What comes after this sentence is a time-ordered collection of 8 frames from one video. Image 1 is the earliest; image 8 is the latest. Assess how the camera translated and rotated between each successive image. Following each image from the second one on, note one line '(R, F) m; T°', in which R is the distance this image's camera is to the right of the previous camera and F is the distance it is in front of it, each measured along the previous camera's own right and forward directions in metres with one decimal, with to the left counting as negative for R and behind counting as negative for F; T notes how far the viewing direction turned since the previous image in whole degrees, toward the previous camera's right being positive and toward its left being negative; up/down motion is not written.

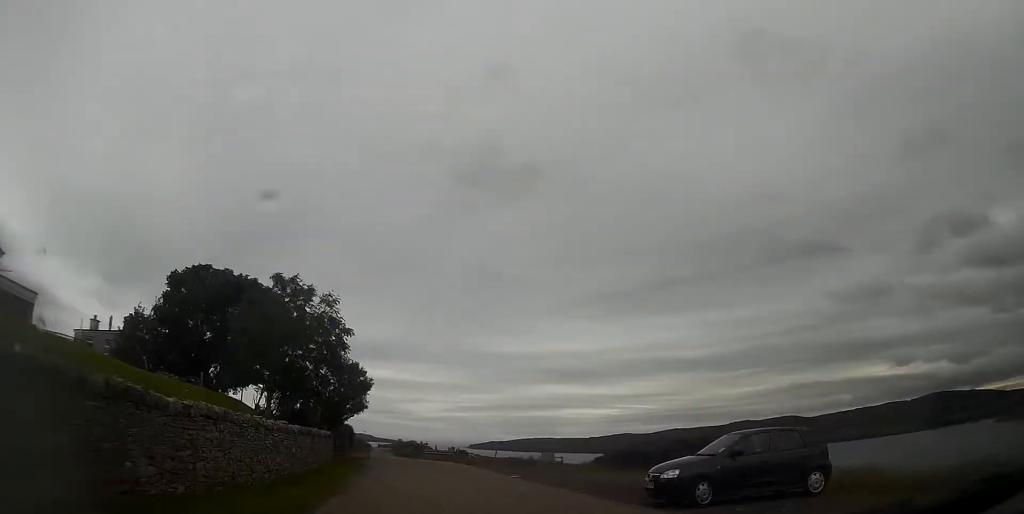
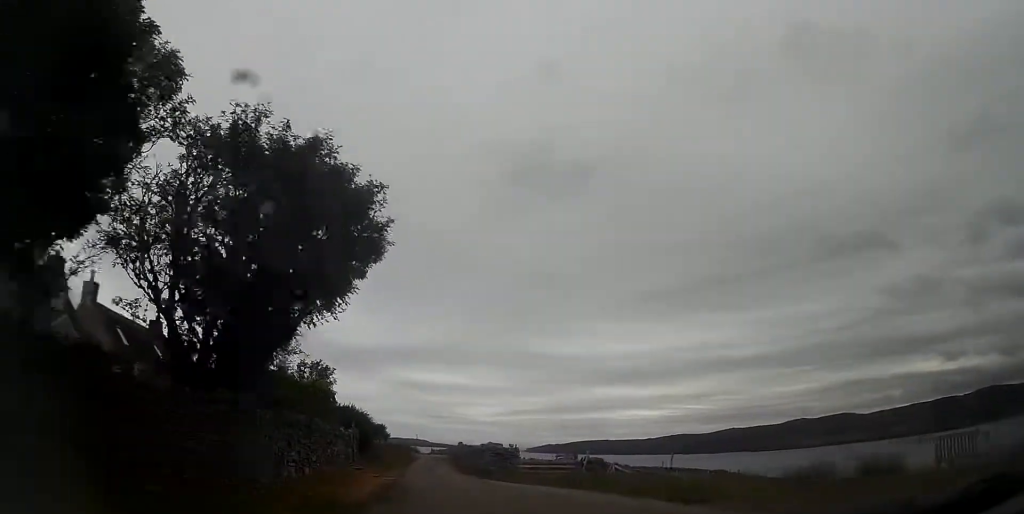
(-0.9, +26.8) m; -4°
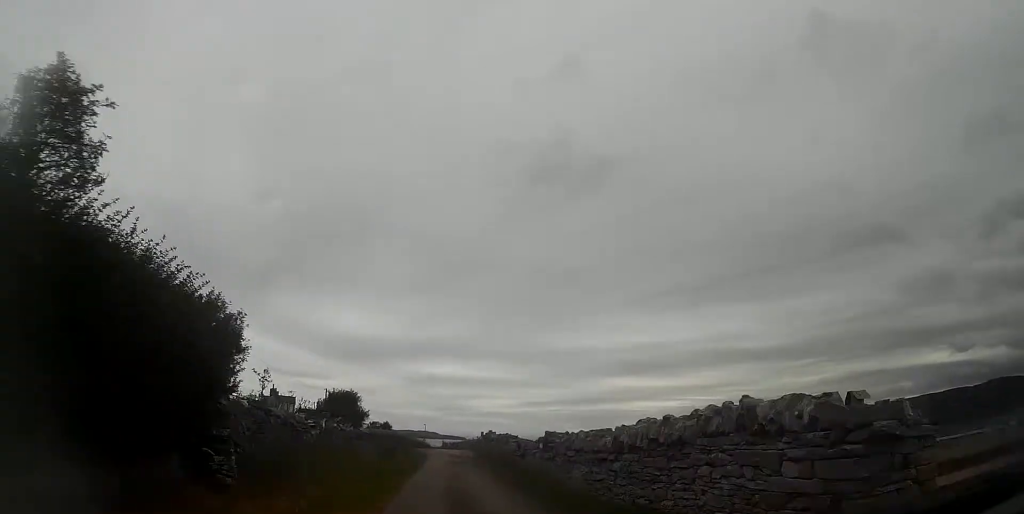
(-0.2, +21.7) m; 0°
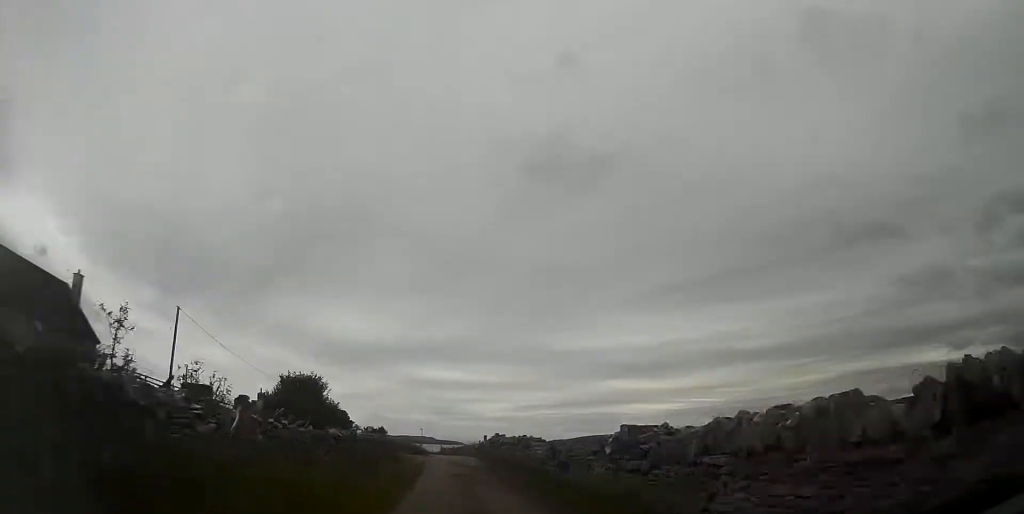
(+0.2, +6.5) m; 0°
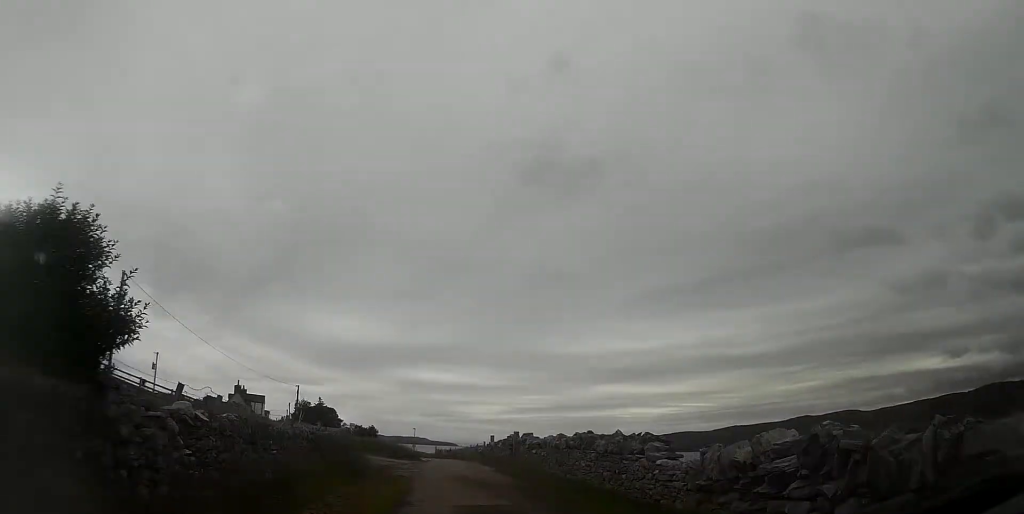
(-0.2, +10.6) m; 0°
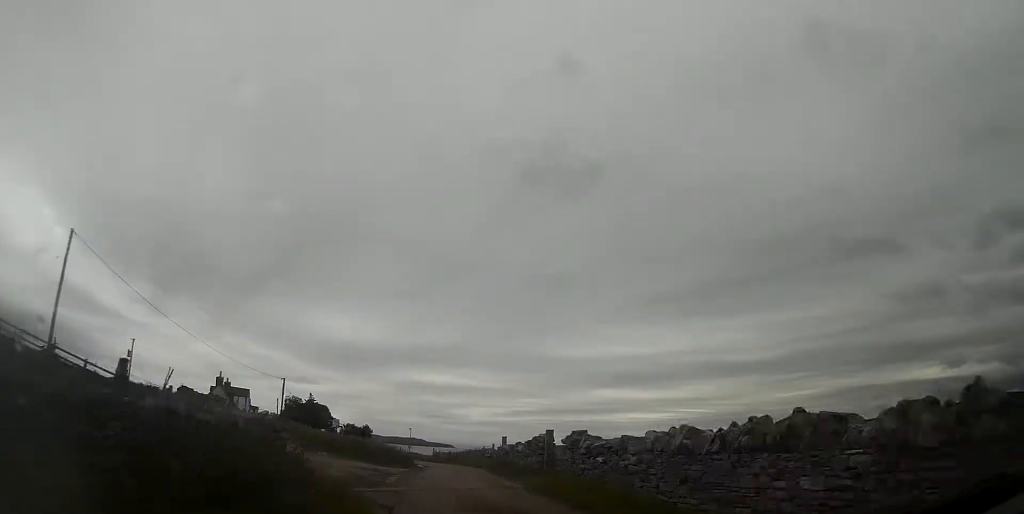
(0.0, +8.2) m; 0°
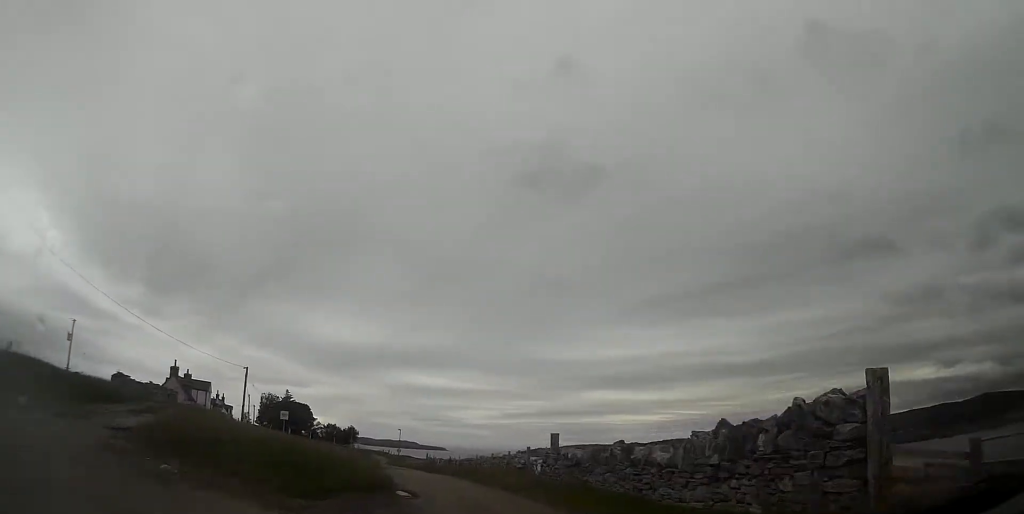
(+0.2, +15.3) m; +1°
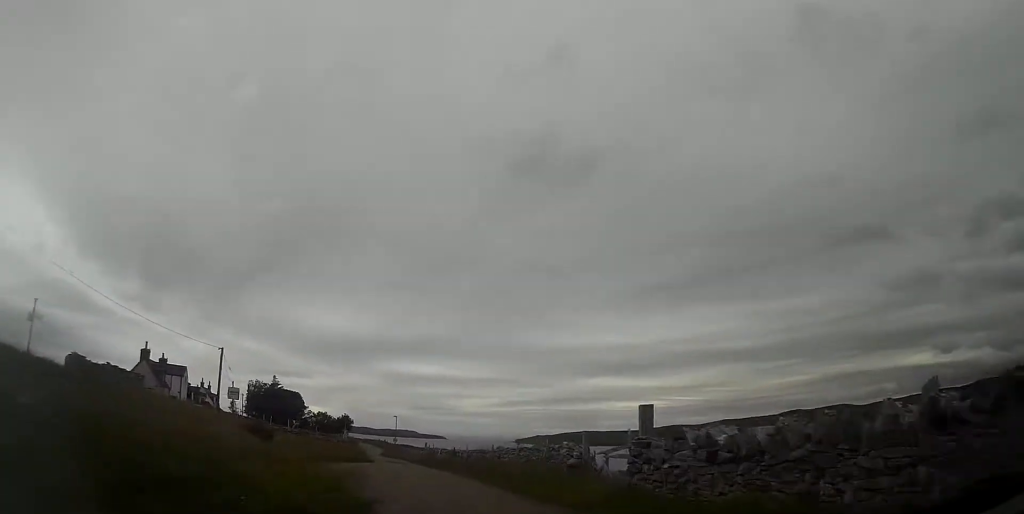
(0.0, +8.6) m; 0°
